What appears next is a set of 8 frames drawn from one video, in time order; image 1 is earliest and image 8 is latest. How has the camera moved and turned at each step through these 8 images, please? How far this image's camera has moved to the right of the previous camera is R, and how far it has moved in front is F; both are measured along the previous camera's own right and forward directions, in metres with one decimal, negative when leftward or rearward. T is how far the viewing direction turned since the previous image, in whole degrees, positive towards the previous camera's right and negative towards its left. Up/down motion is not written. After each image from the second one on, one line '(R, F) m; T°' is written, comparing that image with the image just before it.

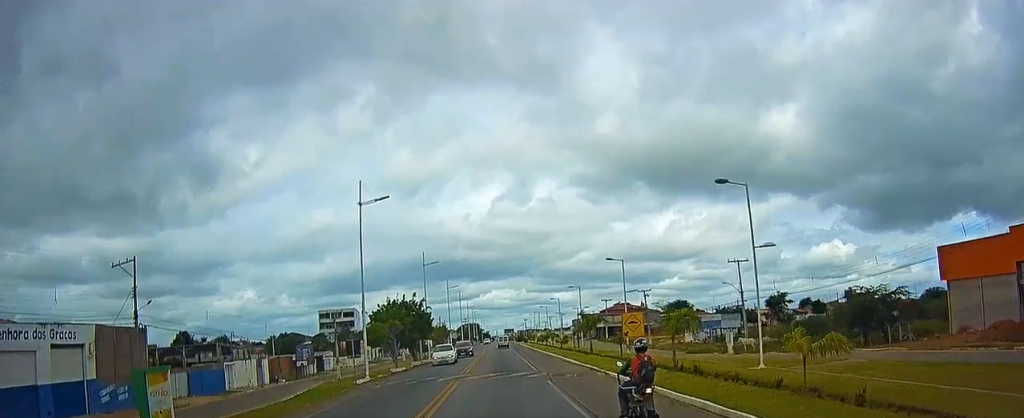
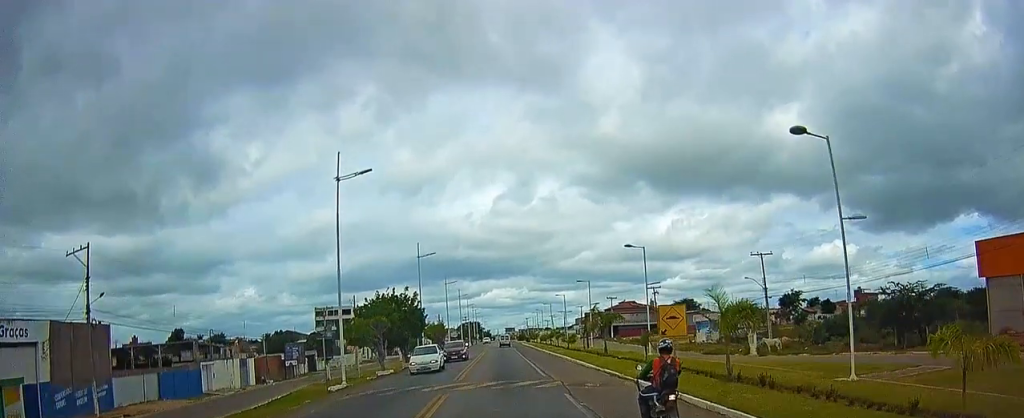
(+0.2, +6.2) m; 0°
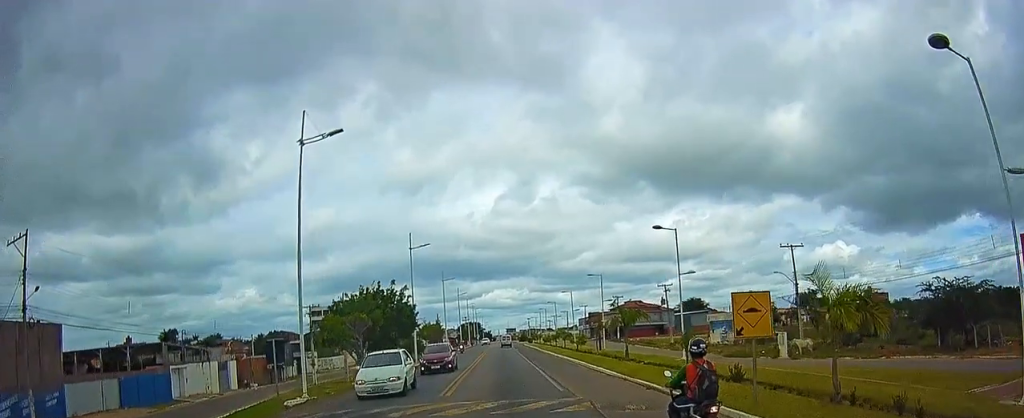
(-0.1, +7.3) m; -1°
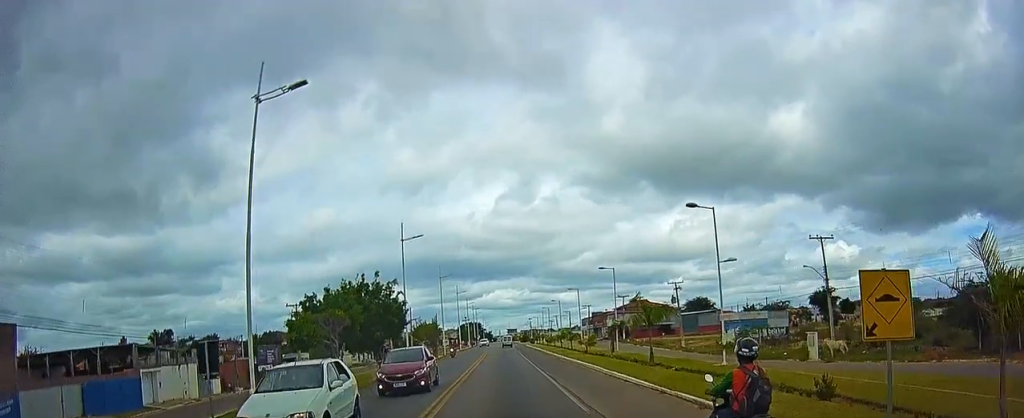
(-0.1, +7.0) m; 0°
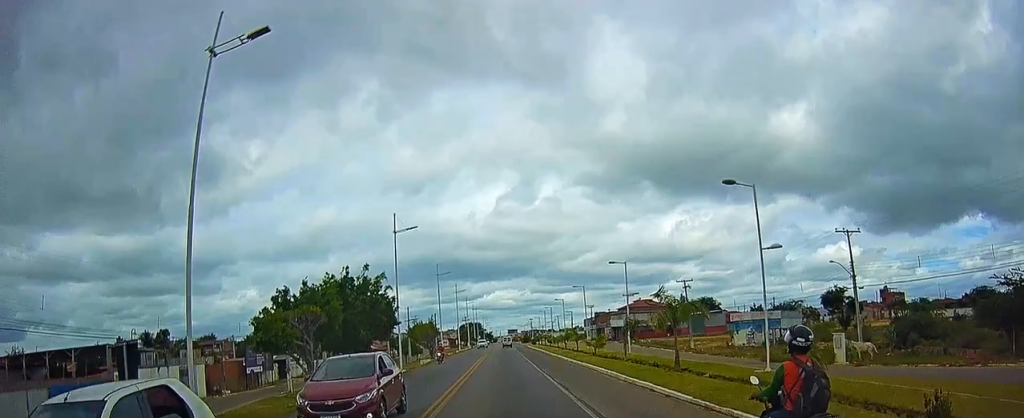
(0.0, +6.1) m; +1°
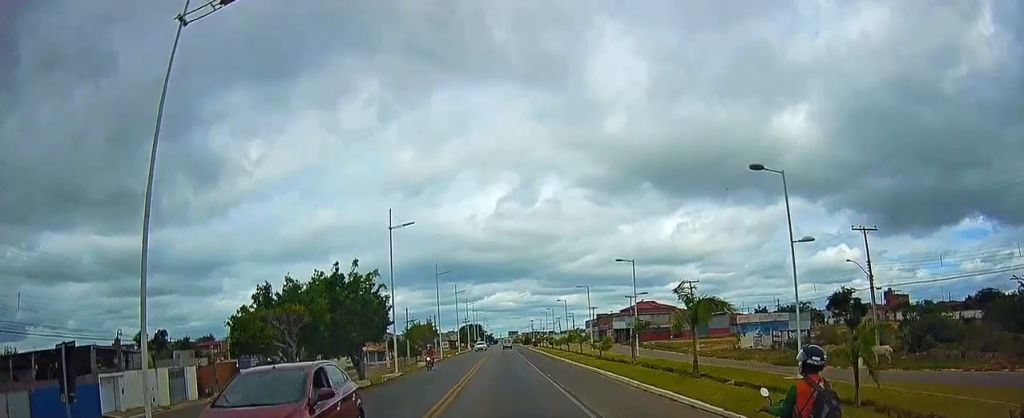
(+0.2, +4.1) m; 0°
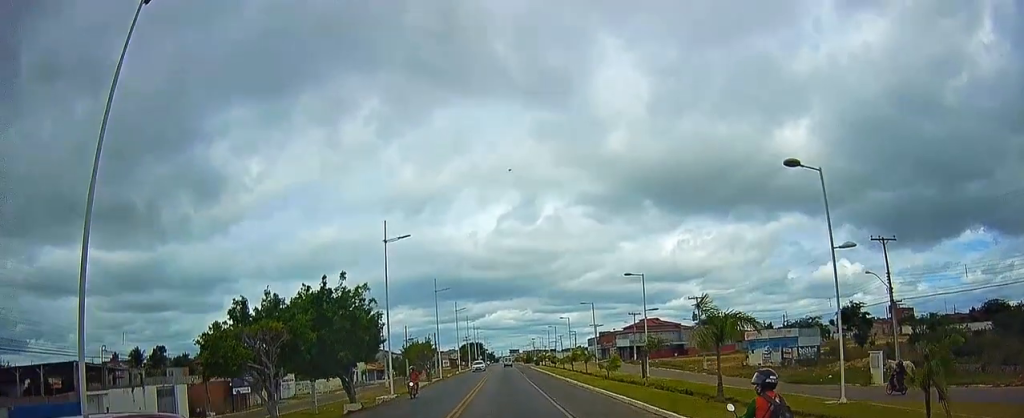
(-0.2, +5.0) m; -5°
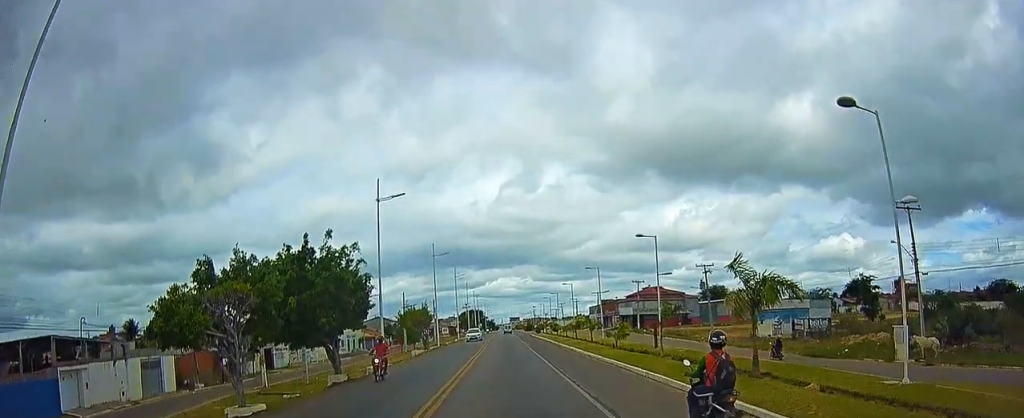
(-0.3, +4.6) m; -2°
